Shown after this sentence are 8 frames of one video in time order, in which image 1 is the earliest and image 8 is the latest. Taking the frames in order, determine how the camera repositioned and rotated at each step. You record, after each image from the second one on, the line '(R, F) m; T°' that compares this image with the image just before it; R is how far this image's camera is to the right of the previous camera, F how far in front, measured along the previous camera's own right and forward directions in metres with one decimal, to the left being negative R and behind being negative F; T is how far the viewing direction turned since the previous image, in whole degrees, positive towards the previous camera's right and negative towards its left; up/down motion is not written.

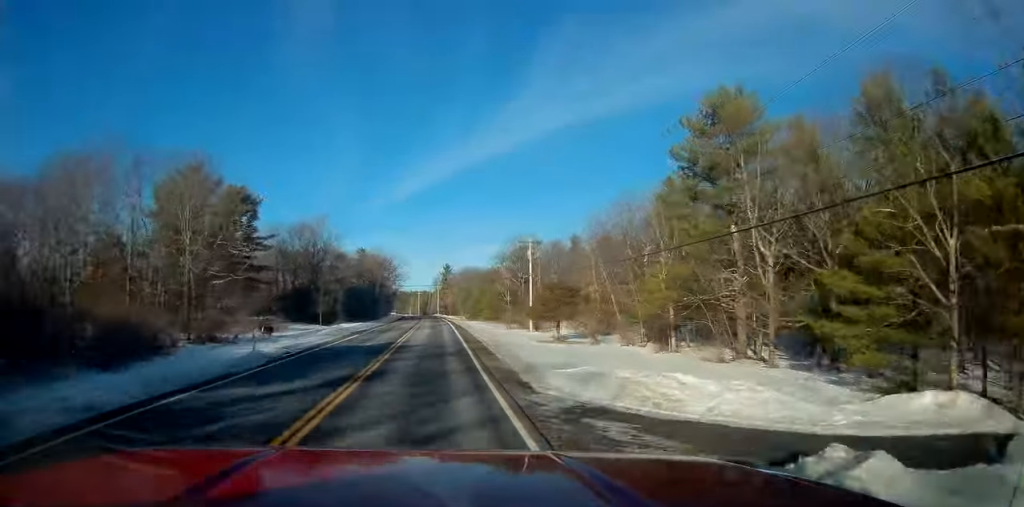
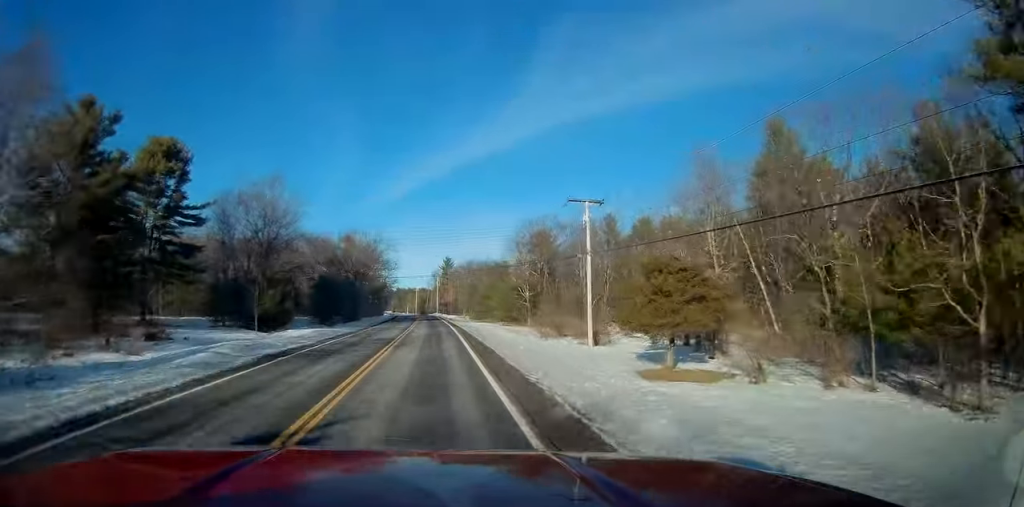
(-0.3, +21.8) m; -1°
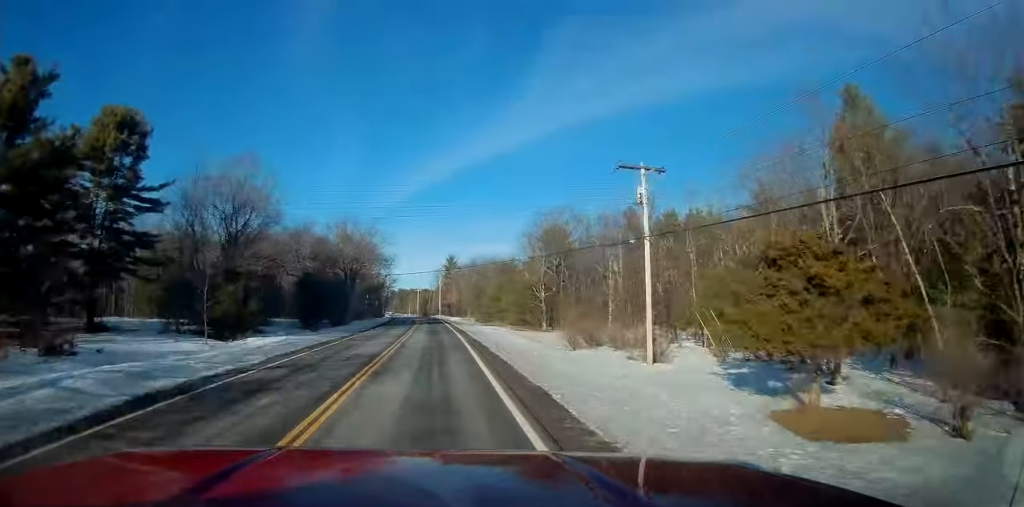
(0.0, +9.5) m; 0°
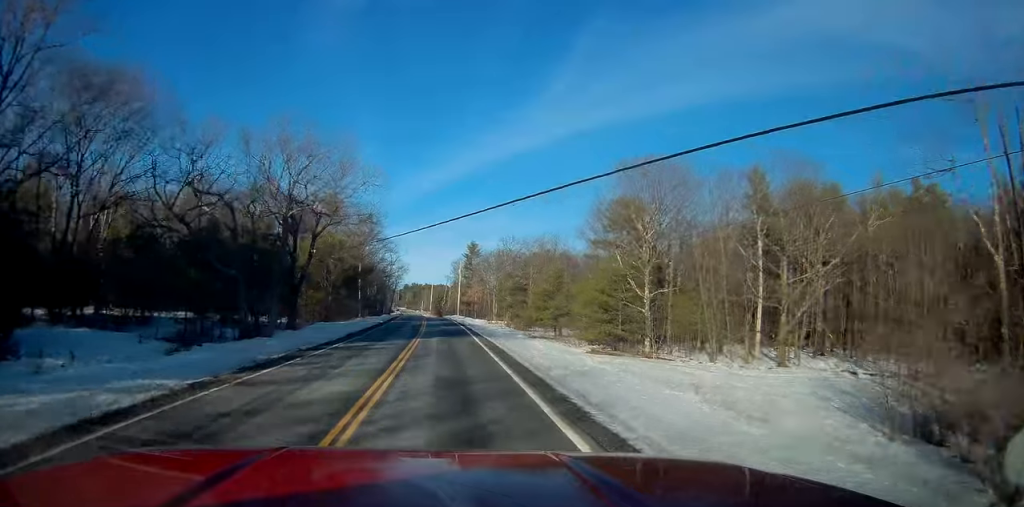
(-0.3, +30.2) m; -1°
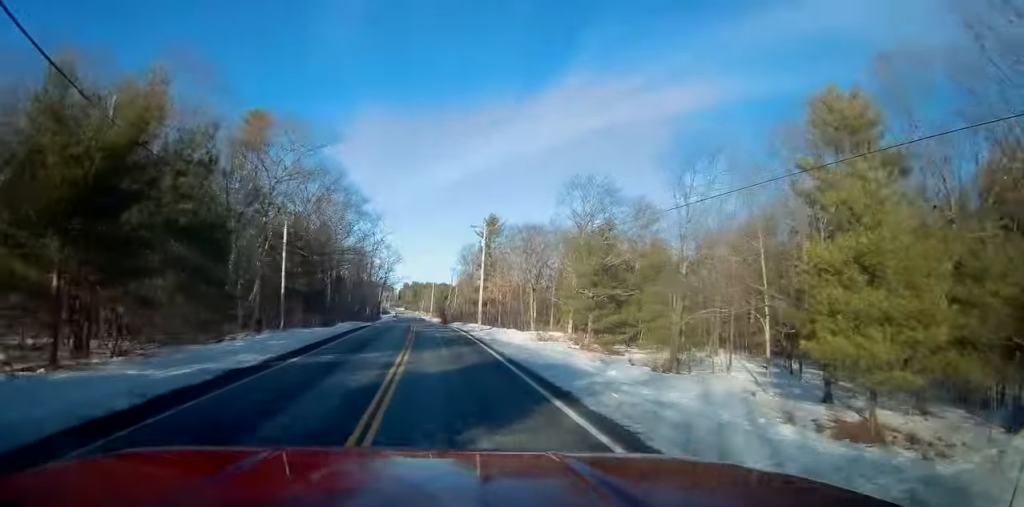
(-0.2, +41.6) m; 0°
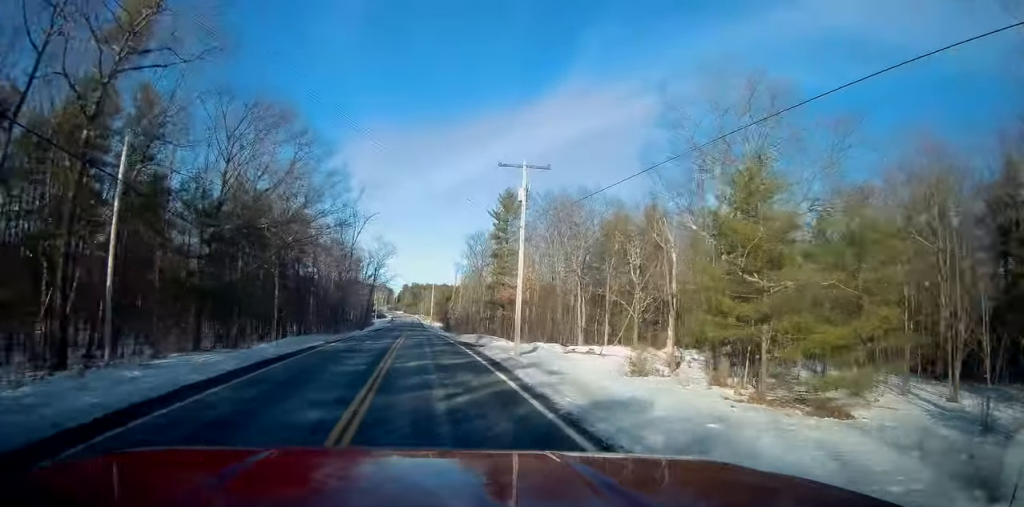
(0.0, +22.6) m; -1°
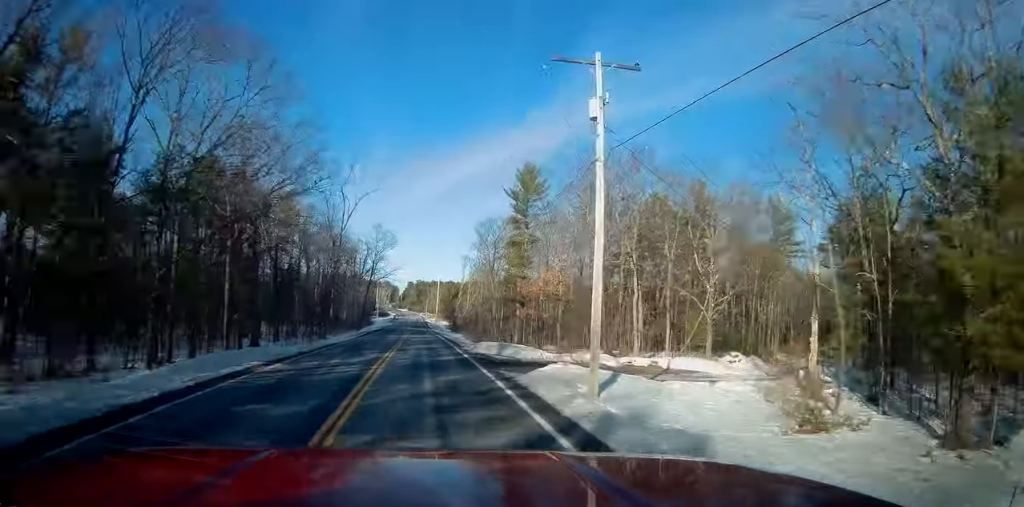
(+0.1, +12.1) m; -1°
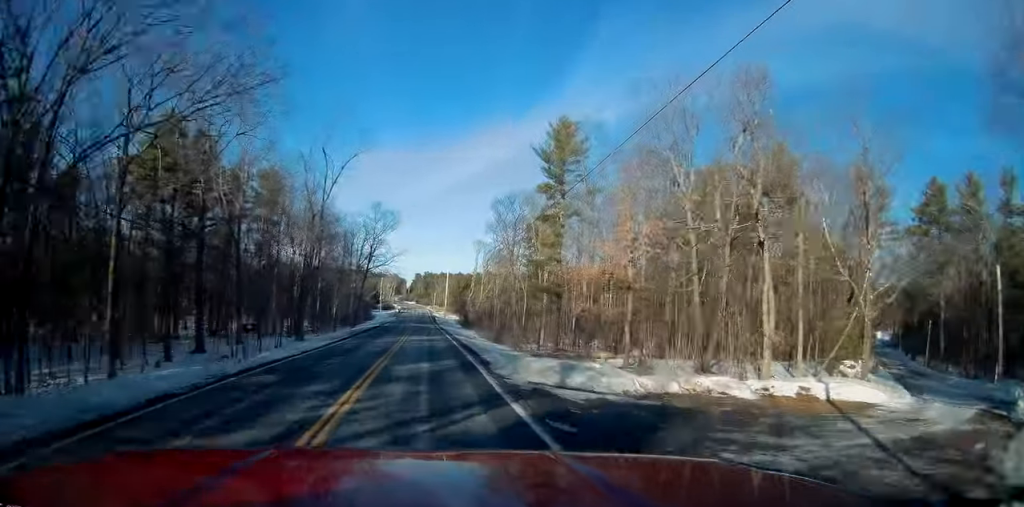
(-0.3, +13.7) m; 0°
